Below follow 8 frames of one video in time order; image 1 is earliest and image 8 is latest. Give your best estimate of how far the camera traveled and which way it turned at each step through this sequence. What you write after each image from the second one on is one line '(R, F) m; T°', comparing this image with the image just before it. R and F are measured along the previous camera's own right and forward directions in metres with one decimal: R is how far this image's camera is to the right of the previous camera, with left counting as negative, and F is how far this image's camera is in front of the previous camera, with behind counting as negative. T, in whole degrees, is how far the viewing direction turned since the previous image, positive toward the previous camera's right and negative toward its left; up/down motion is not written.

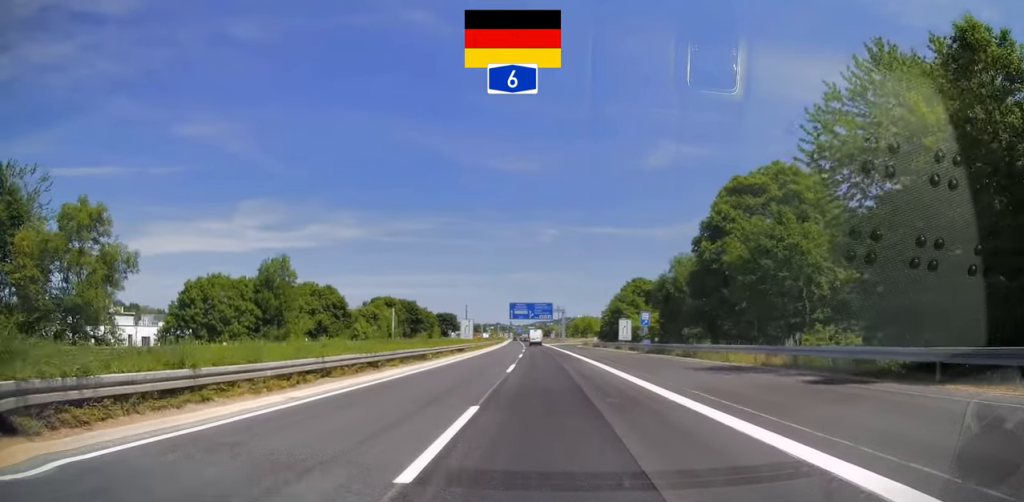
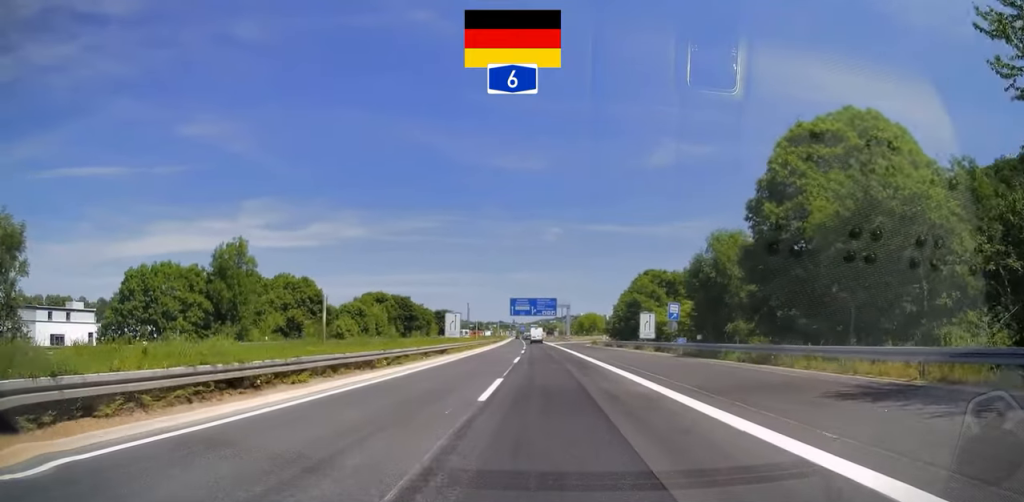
(-0.2, +11.1) m; -1°
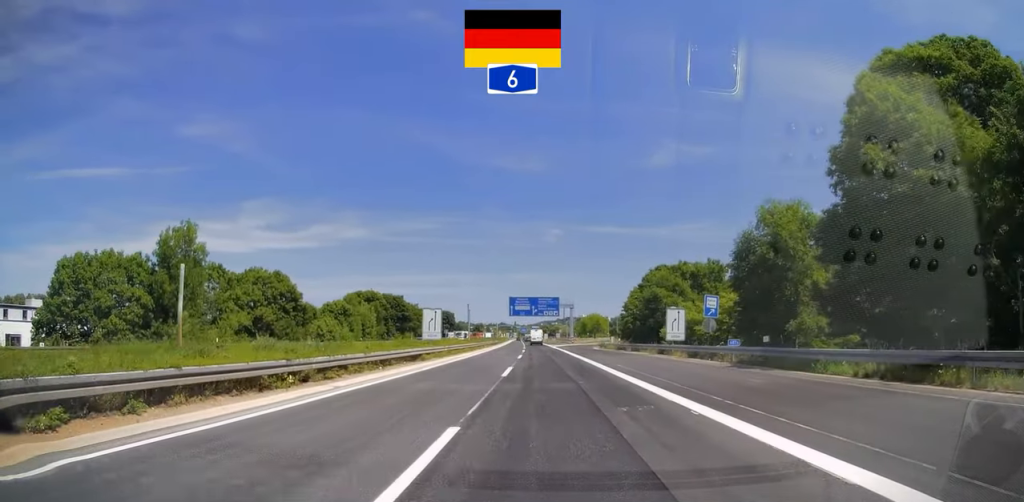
(0.0, +9.8) m; +1°
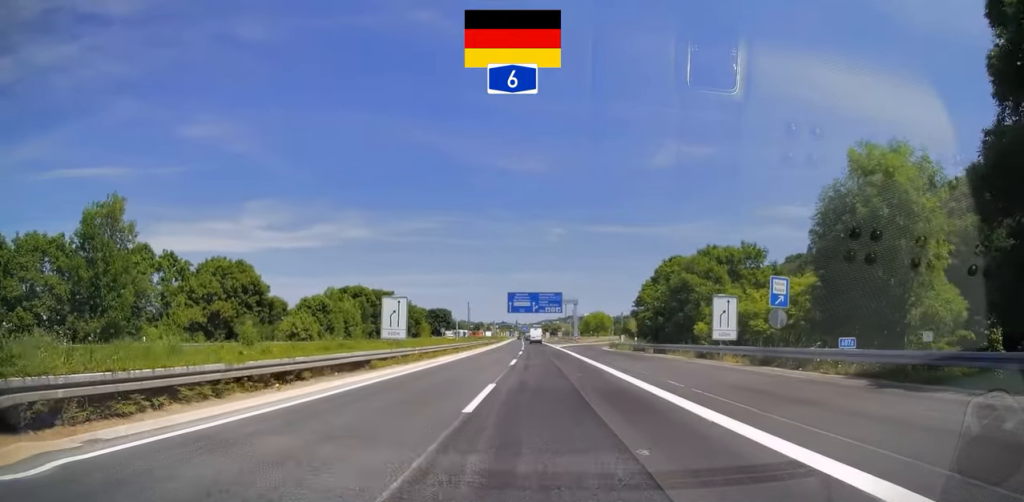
(+0.1, +10.3) m; 0°
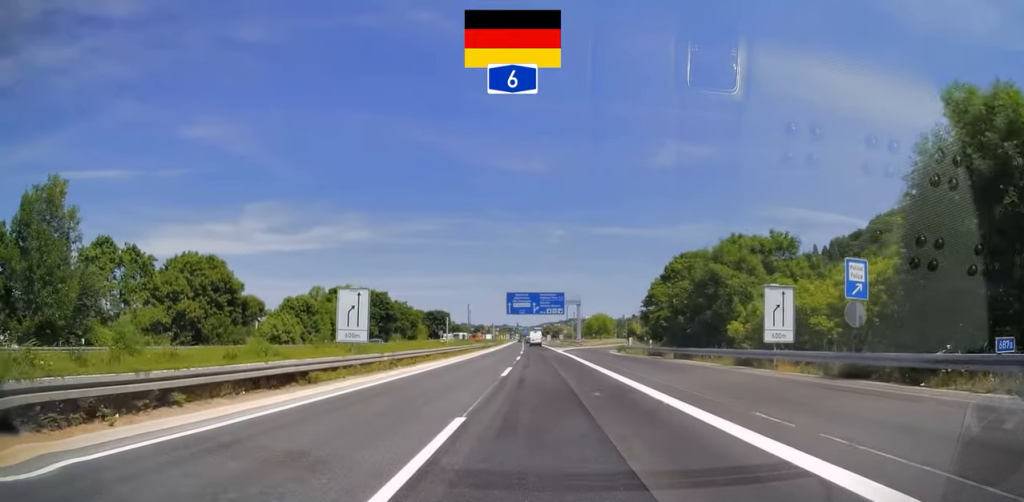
(+0.1, +6.6) m; 0°
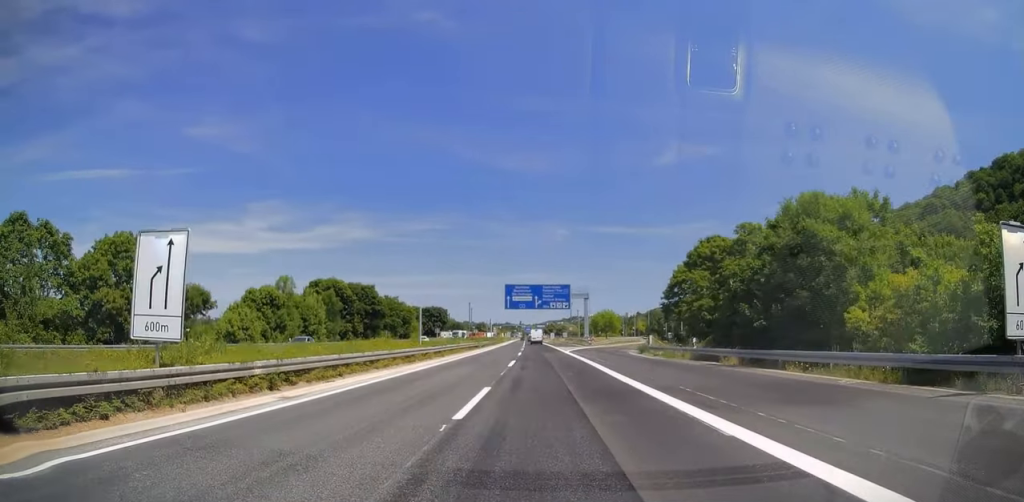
(-0.1, +12.4) m; -1°
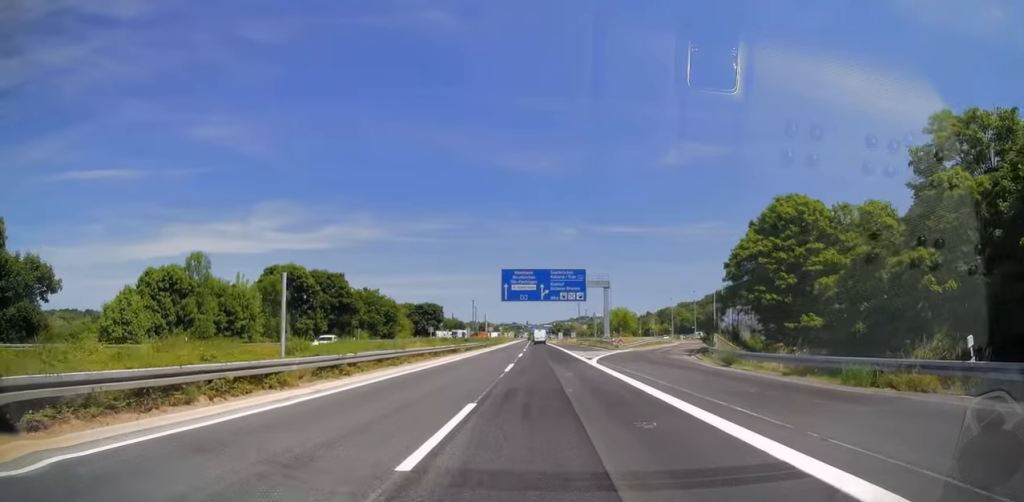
(-0.3, +22.2) m; -1°
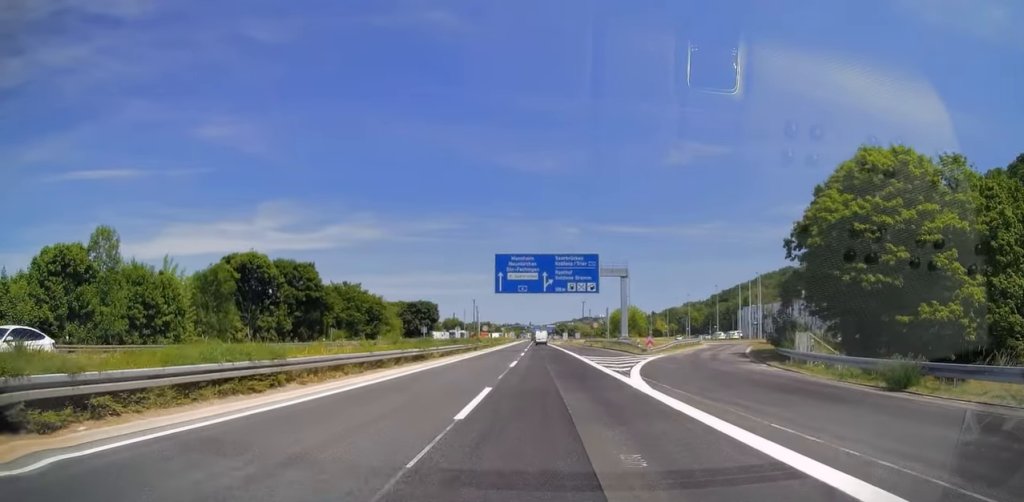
(0.0, +14.3) m; 0°
